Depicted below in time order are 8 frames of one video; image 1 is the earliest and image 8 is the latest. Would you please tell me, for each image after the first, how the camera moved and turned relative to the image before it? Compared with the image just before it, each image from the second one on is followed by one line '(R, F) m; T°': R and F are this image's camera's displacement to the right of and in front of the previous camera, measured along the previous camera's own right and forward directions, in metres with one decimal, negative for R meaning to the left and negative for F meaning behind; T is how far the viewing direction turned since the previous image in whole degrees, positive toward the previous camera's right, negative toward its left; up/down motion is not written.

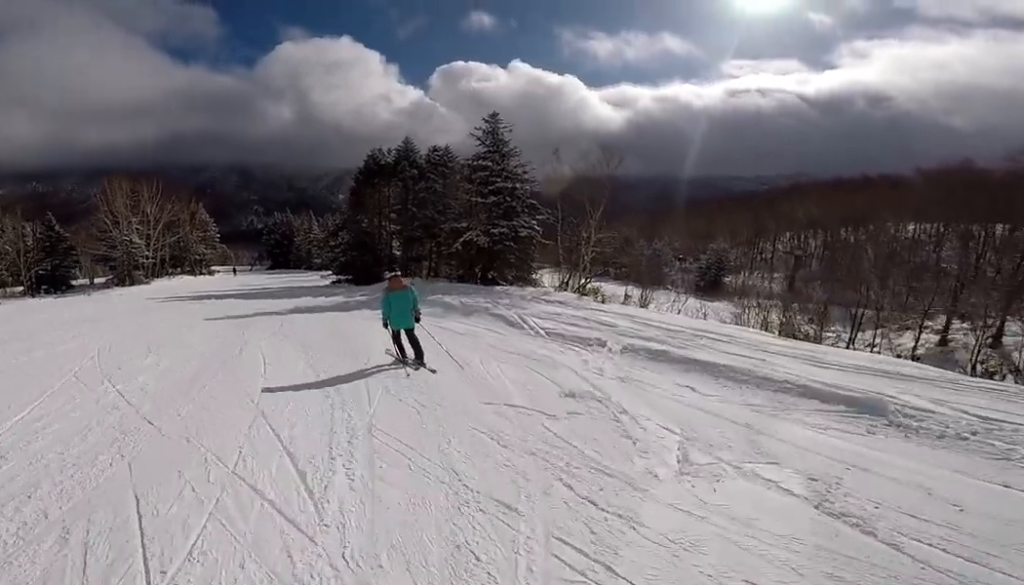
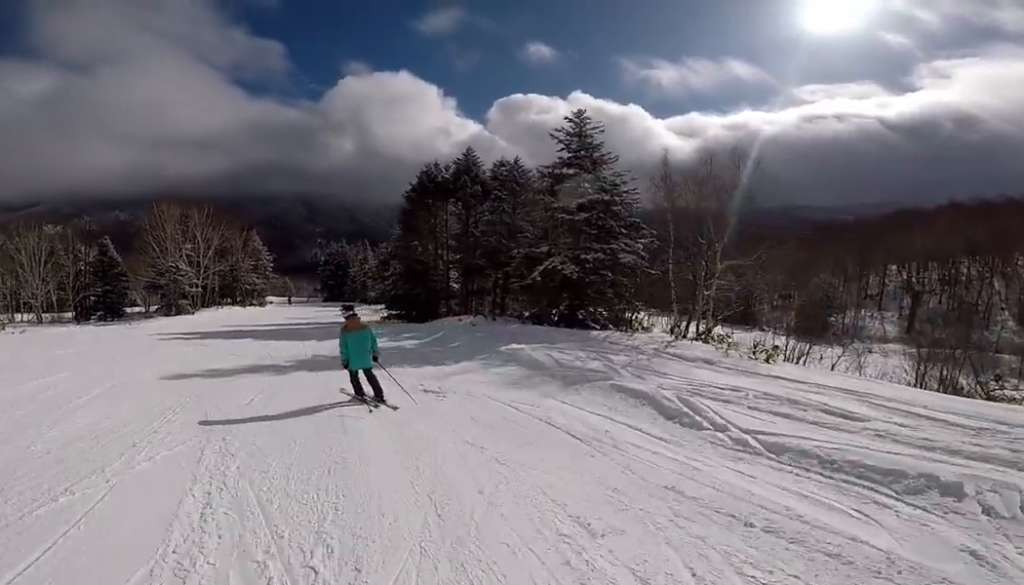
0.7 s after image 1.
(+0.1, +5.6) m; -11°
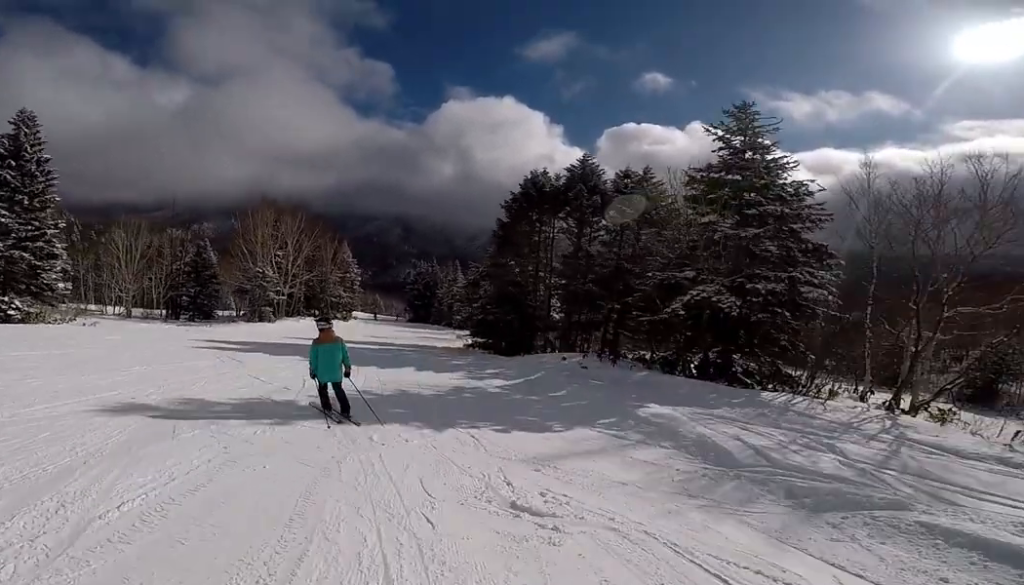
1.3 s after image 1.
(-0.8, +4.2) m; -14°
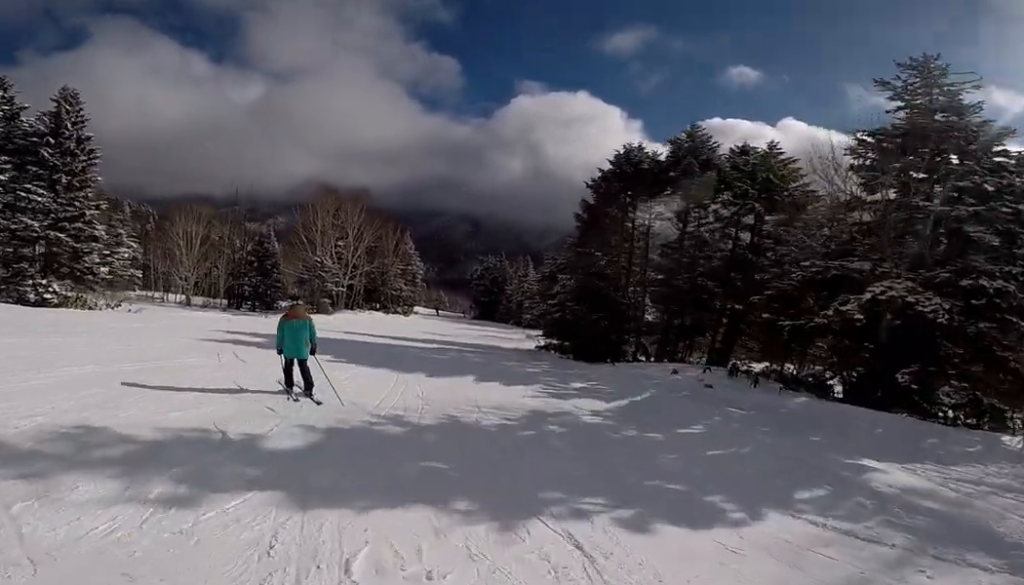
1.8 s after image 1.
(-0.3, +3.5) m; -10°
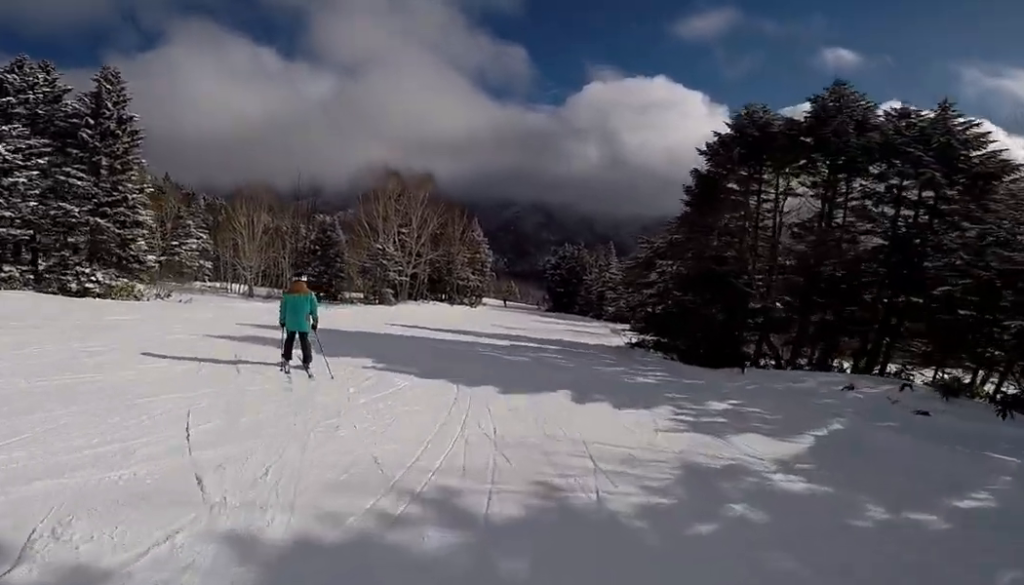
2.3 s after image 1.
(-0.5, +3.3) m; -5°
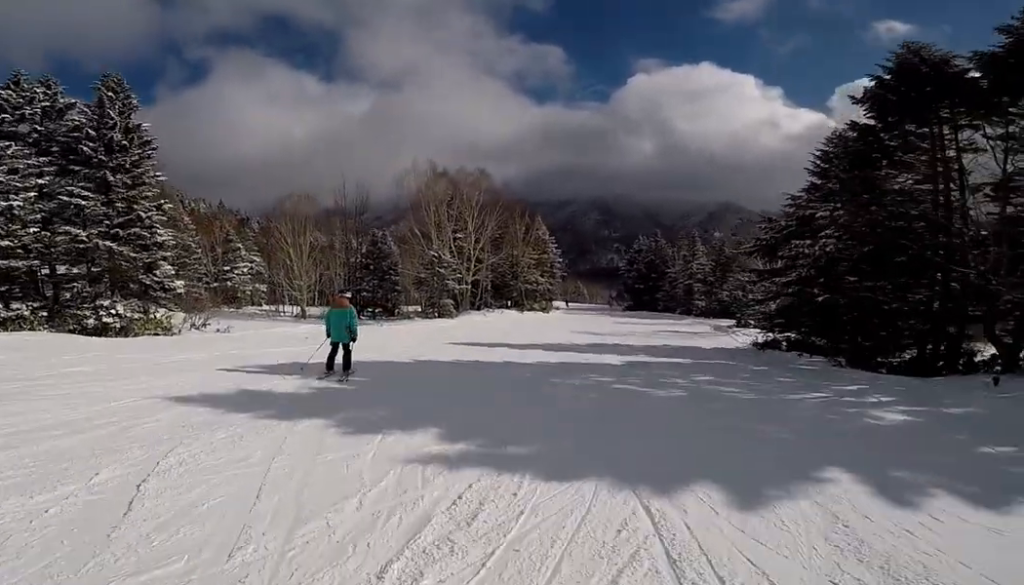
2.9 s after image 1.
(-0.3, +4.7) m; -1°
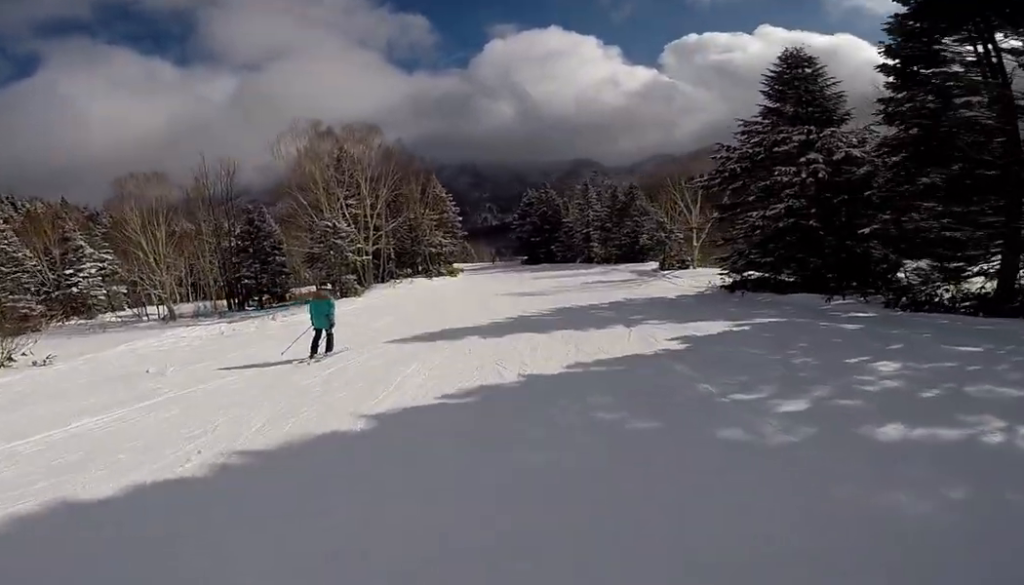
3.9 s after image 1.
(+0.4, +6.9) m; +10°
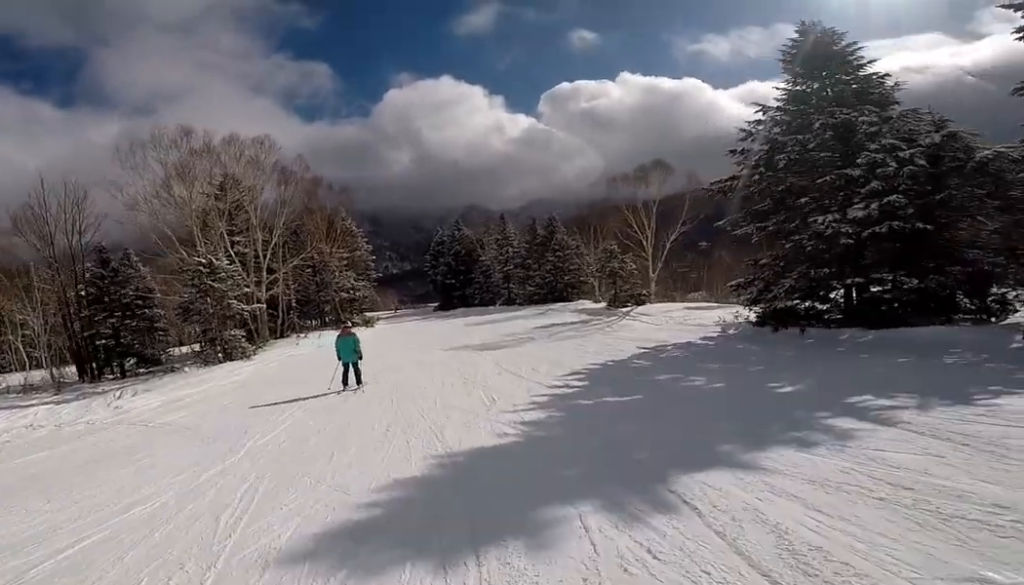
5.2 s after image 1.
(+1.0, +8.9) m; +9°
